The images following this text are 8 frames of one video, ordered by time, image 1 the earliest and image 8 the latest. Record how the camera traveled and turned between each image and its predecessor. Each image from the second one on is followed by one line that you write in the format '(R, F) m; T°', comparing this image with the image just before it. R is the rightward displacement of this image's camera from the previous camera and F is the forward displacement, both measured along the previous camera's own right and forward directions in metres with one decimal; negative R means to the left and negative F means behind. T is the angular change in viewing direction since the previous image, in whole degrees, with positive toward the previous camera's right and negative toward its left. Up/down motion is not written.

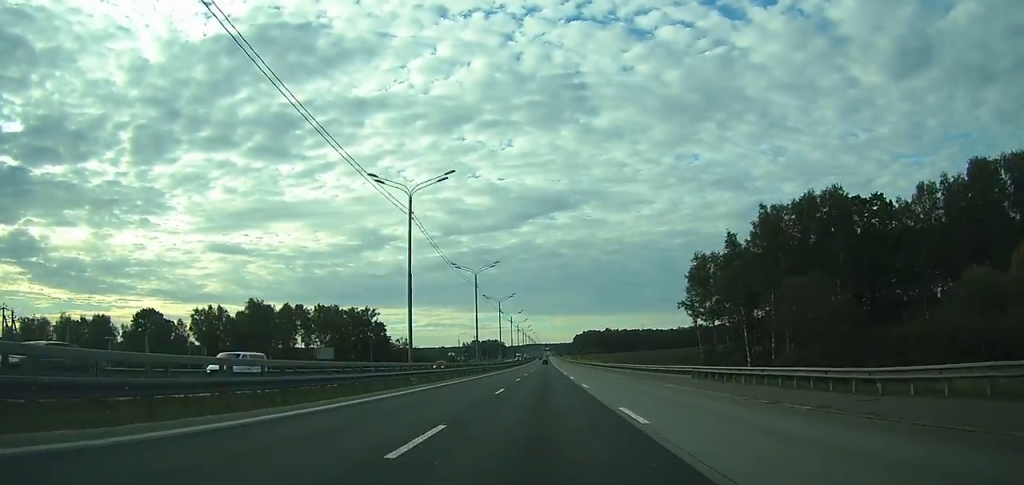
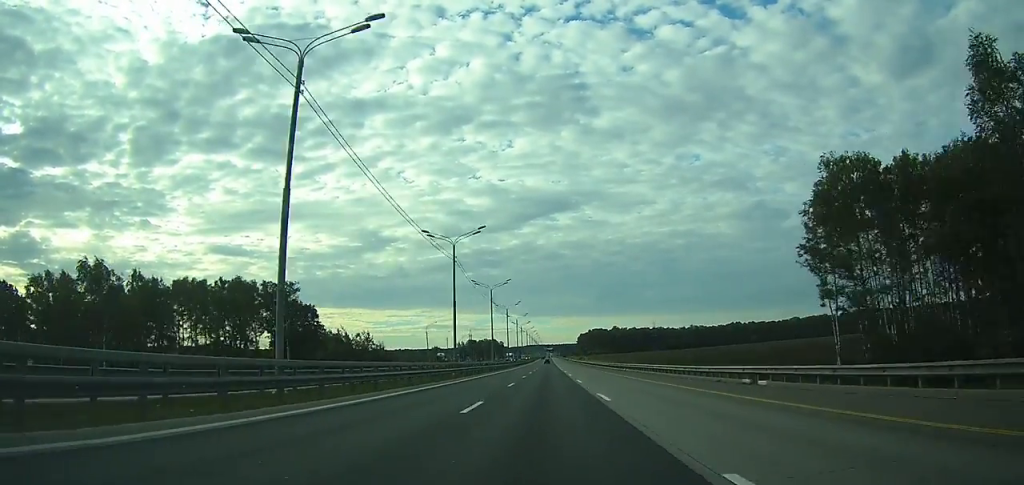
(-0.2, +58.7) m; 0°
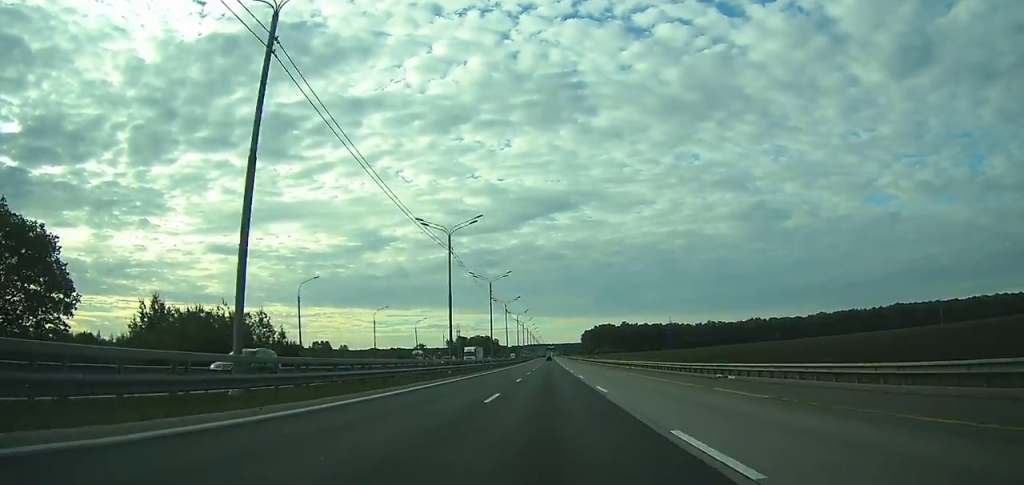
(0.0, +76.7) m; 0°
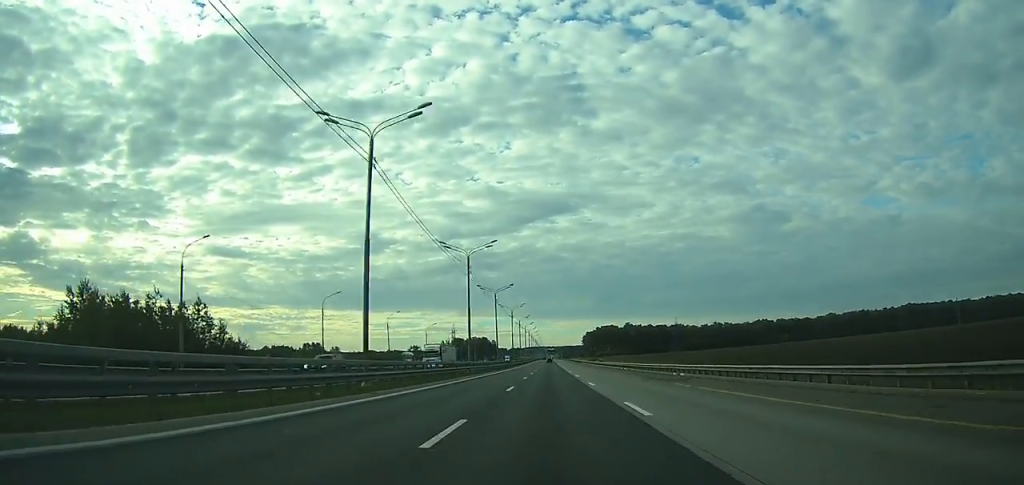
(0.0, +23.5) m; 0°
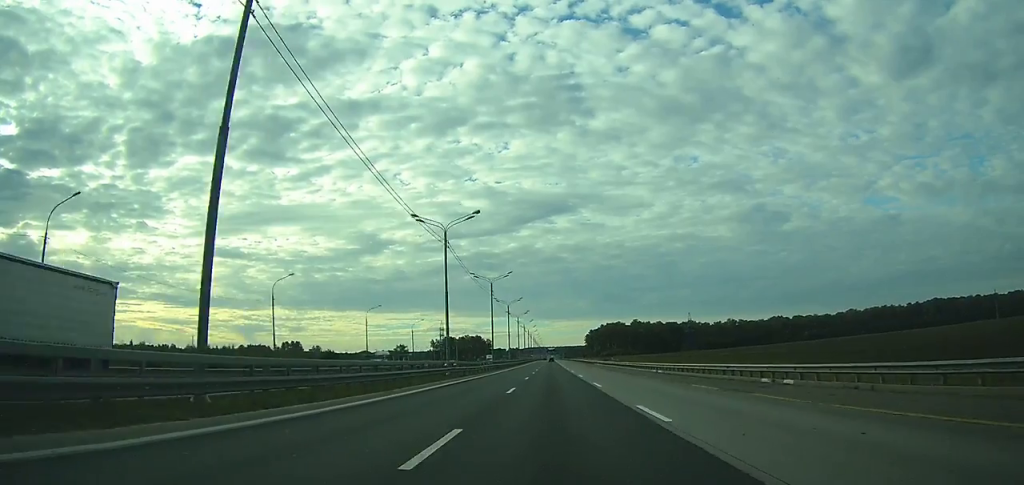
(+0.1, +47.2) m; 0°
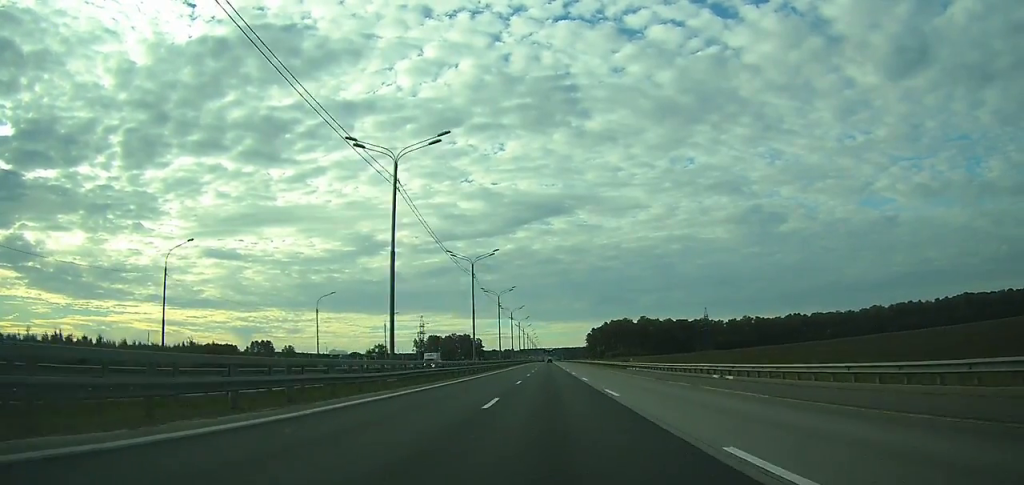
(+0.1, +54.2) m; 0°
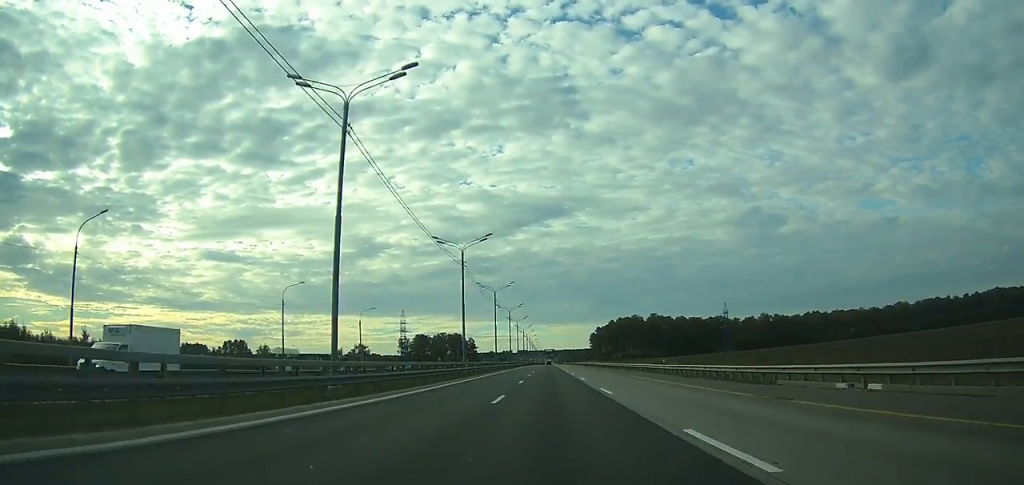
(0.0, +47.4) m; 0°
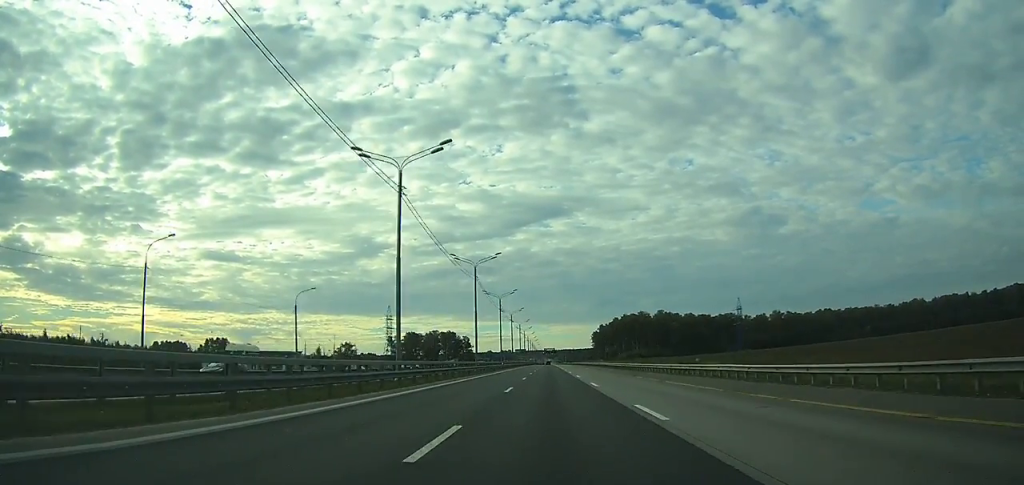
(-0.1, +27.4) m; 0°
